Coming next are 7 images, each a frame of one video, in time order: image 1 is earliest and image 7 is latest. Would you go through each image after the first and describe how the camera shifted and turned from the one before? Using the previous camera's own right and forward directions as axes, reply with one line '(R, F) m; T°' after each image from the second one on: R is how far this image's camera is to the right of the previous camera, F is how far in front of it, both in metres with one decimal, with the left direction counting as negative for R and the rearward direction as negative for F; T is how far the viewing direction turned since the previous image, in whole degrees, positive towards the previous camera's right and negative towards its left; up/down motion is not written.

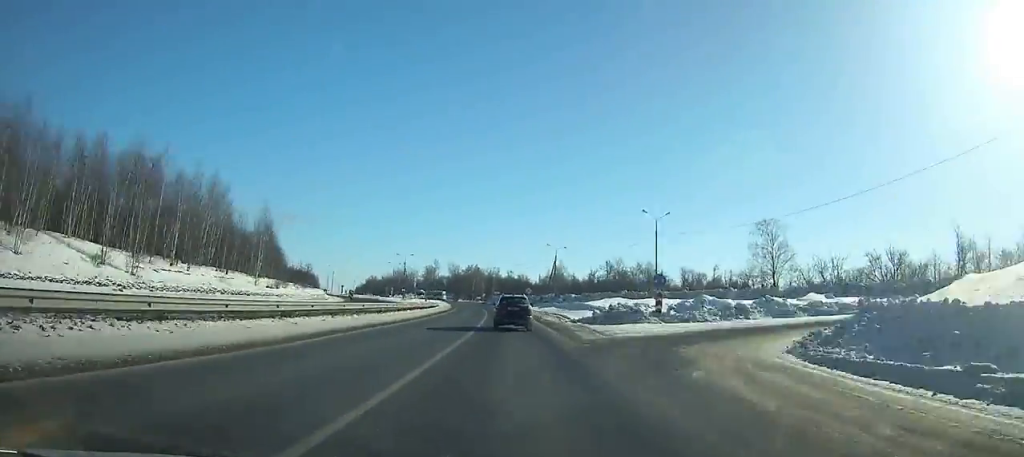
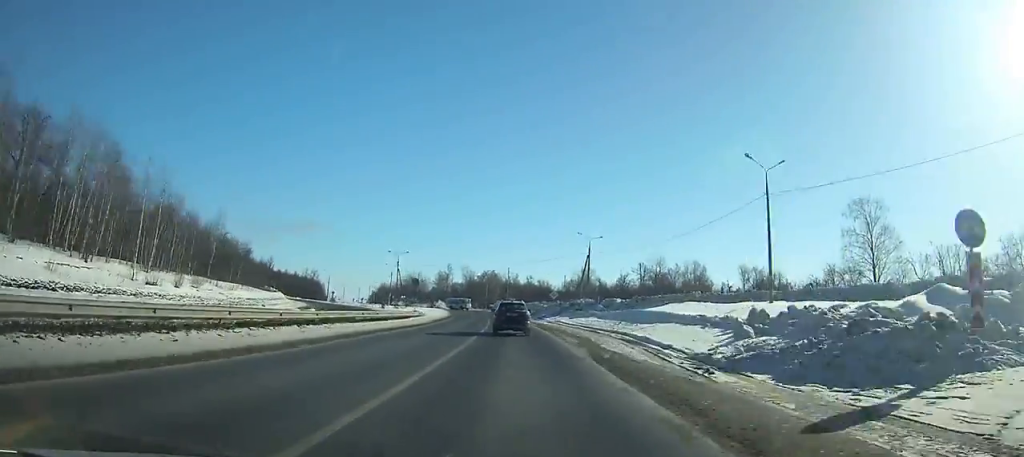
(-0.8, +27.8) m; -2°
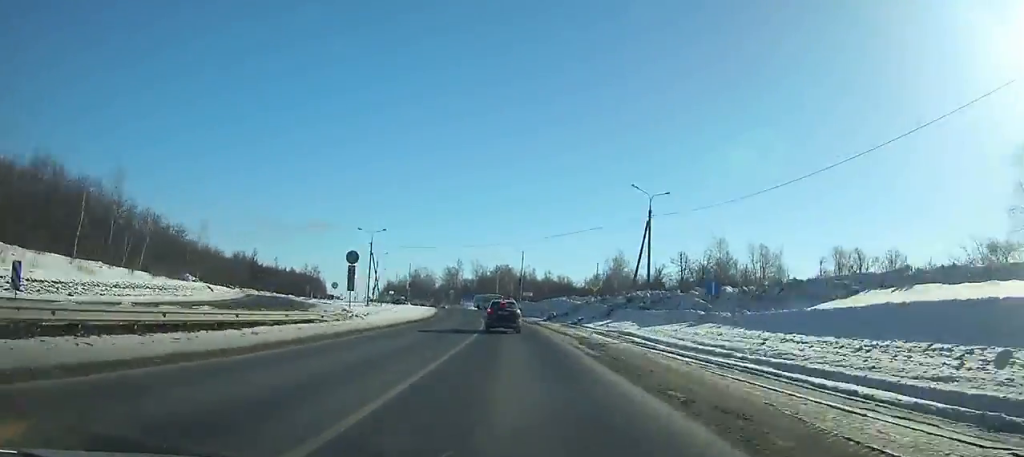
(-0.5, +31.2) m; -2°
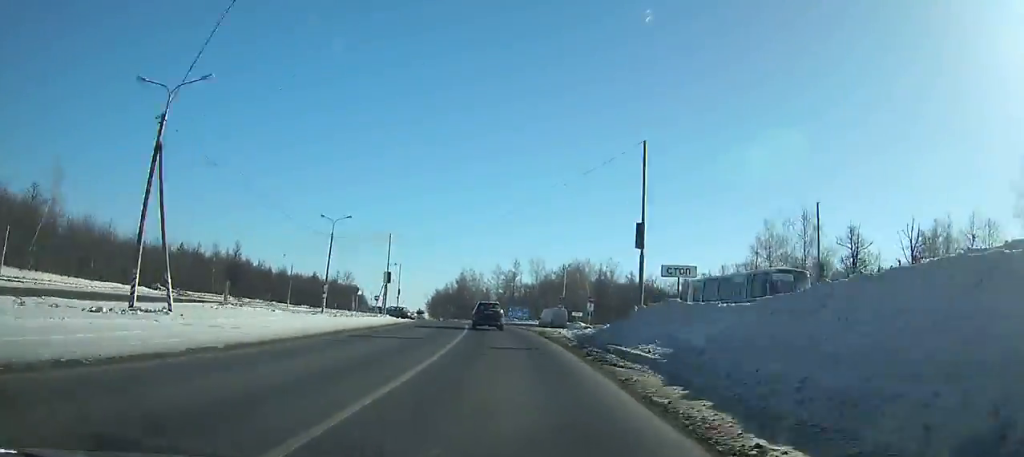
(-2.4, +63.6) m; -7°
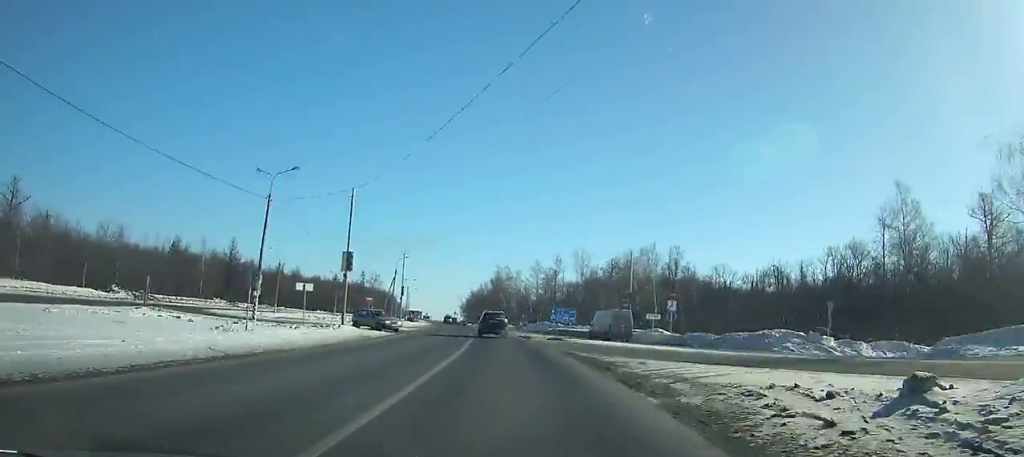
(-1.9, +27.5) m; -3°
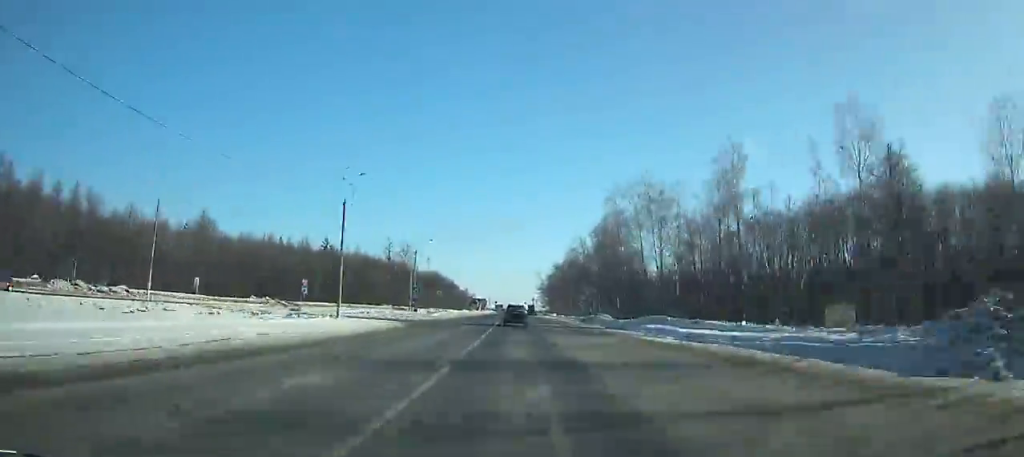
(-9.8, +107.4) m; -7°
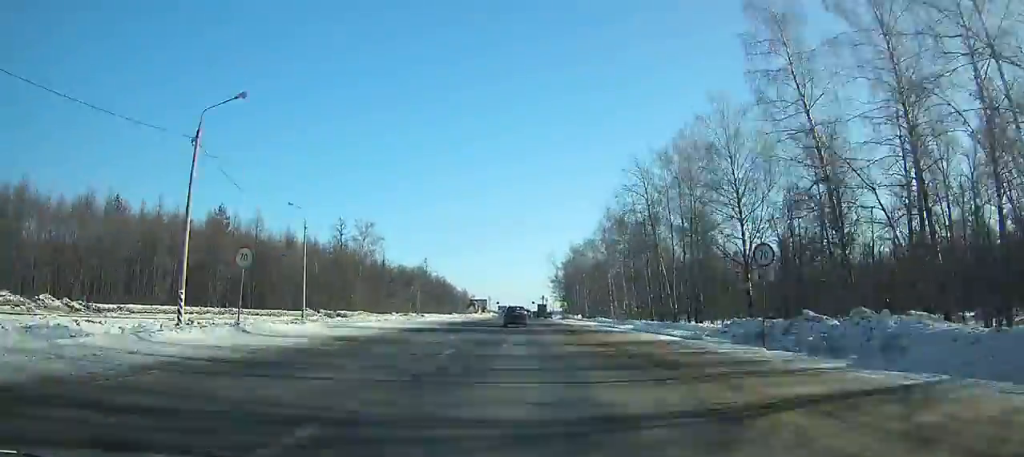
(-0.3, +55.4) m; -1°
